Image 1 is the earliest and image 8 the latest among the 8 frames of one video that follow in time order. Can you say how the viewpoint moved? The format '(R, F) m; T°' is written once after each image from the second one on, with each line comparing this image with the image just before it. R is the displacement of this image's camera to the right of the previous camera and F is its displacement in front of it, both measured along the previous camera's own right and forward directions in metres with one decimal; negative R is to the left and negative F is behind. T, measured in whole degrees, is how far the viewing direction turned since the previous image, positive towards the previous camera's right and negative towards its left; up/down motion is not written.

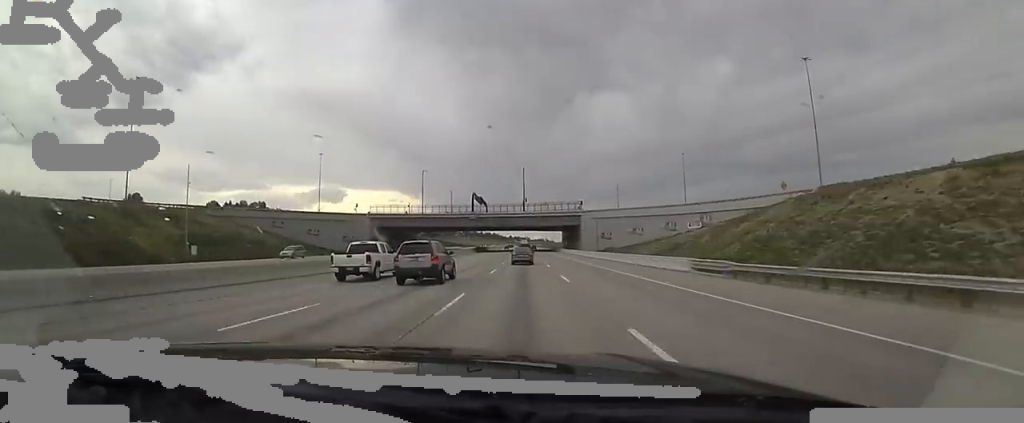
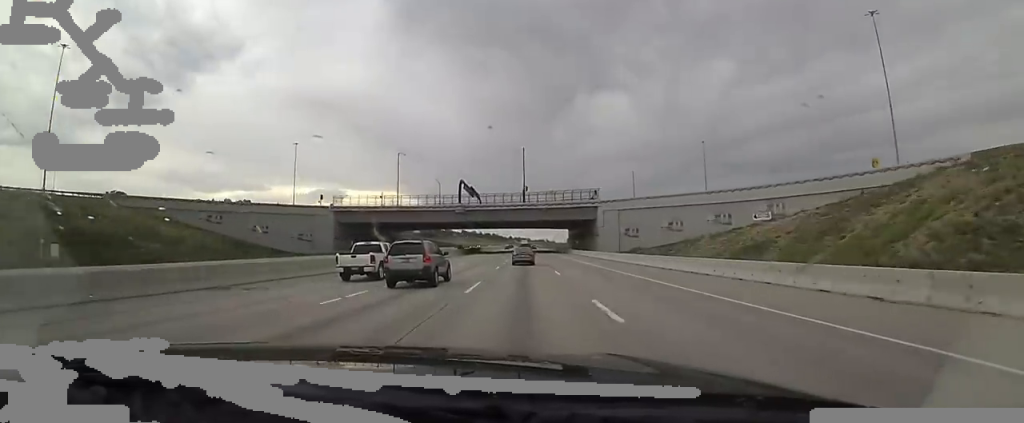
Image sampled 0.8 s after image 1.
(0.0, +26.2) m; 0°
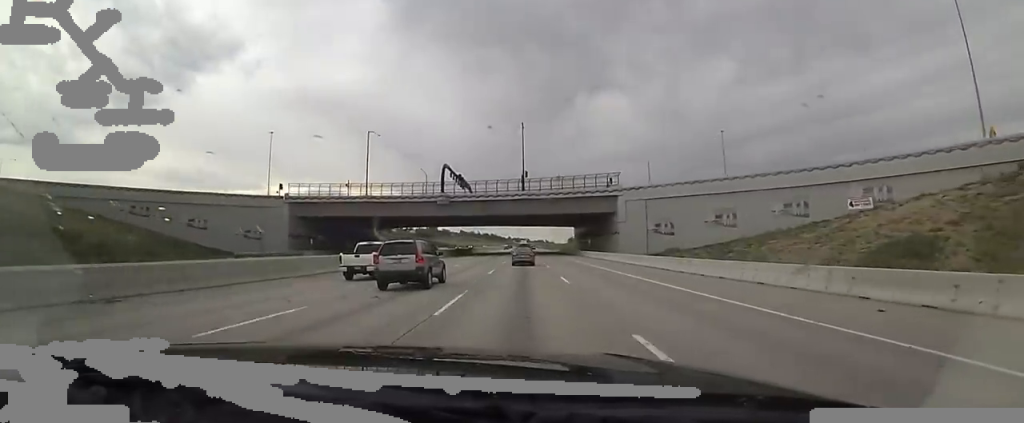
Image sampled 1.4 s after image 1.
(0.0, +20.5) m; 0°
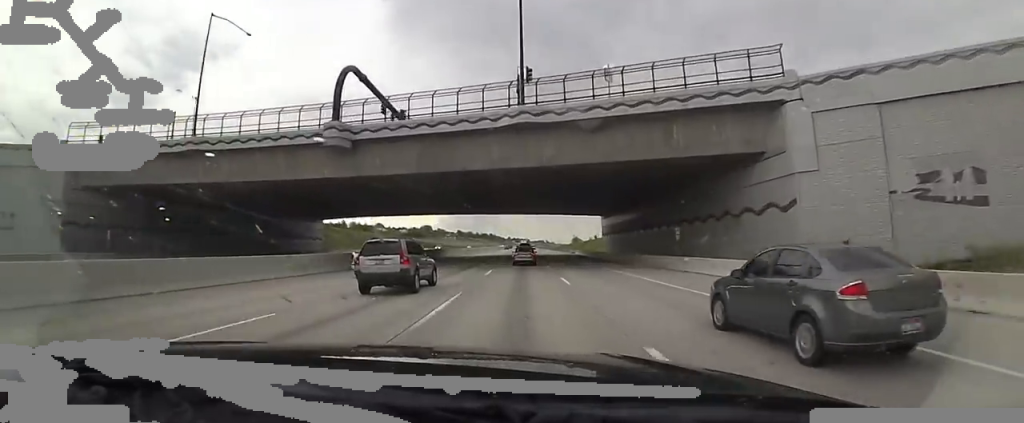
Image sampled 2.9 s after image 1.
(0.0, +46.2) m; 0°
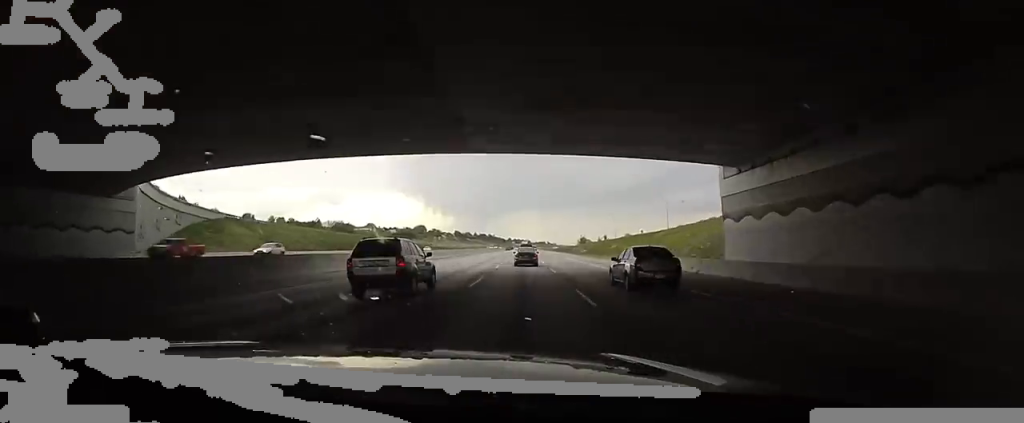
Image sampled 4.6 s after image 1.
(0.0, +50.7) m; 0°
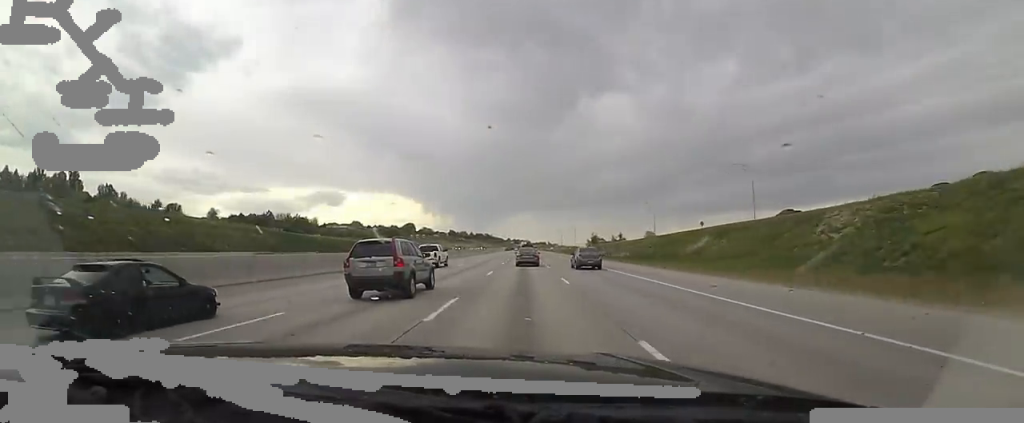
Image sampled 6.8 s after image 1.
(0.0, +68.1) m; 0°
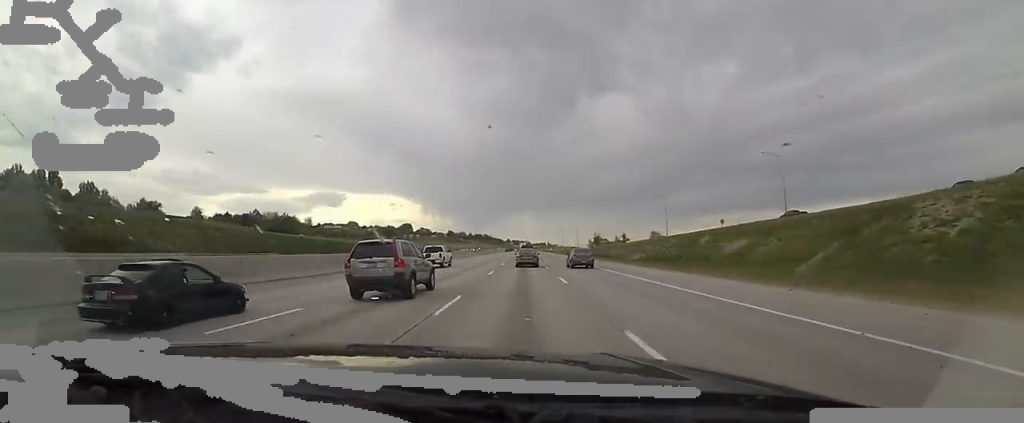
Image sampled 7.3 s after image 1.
(0.0, +14.3) m; 0°
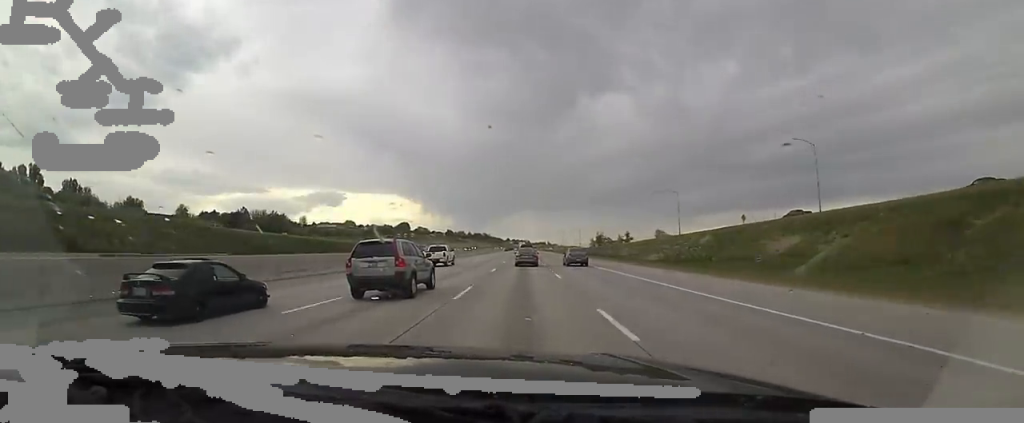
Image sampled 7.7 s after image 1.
(0.0, +12.3) m; 0°
